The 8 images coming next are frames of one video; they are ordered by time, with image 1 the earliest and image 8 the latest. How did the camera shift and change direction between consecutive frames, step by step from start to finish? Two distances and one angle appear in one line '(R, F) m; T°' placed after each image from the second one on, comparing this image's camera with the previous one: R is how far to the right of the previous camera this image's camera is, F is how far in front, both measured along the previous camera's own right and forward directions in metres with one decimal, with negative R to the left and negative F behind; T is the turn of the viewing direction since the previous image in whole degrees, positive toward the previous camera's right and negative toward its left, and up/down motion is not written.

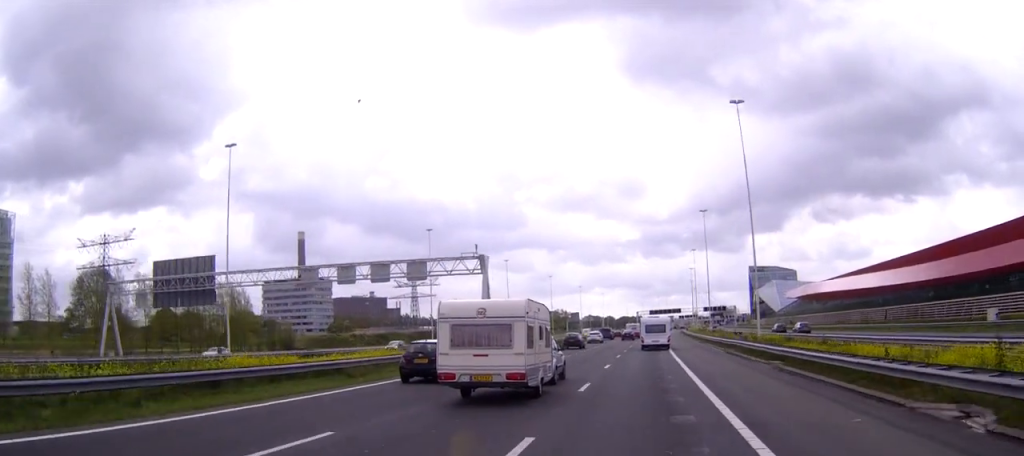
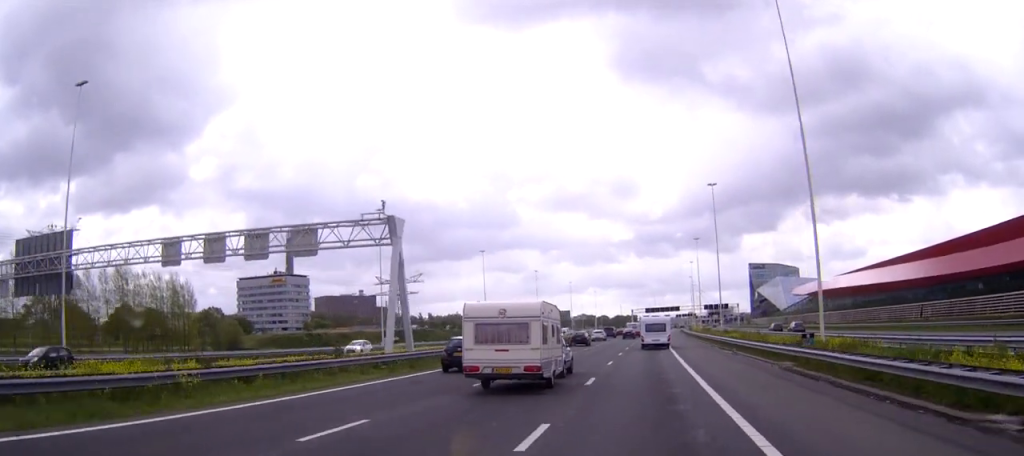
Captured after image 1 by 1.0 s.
(+0.1, +22.3) m; 0°
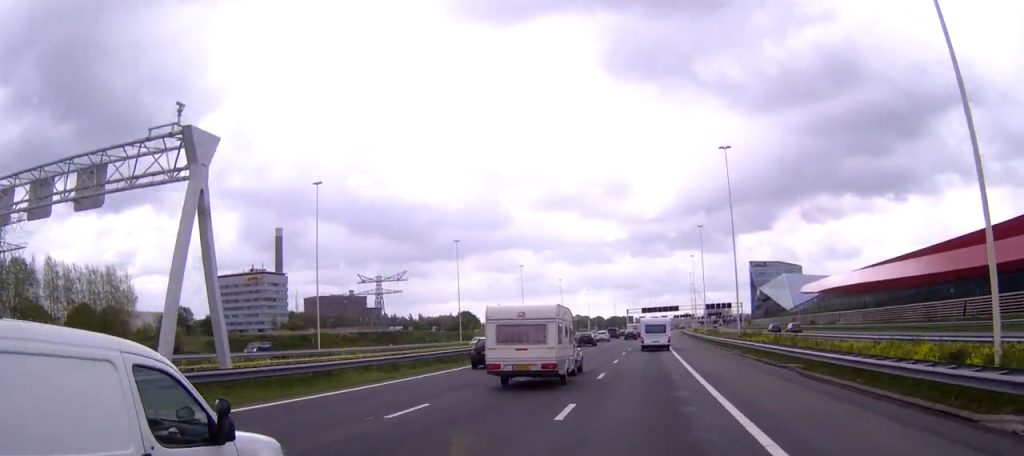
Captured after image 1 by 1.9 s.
(0.0, +20.1) m; 0°
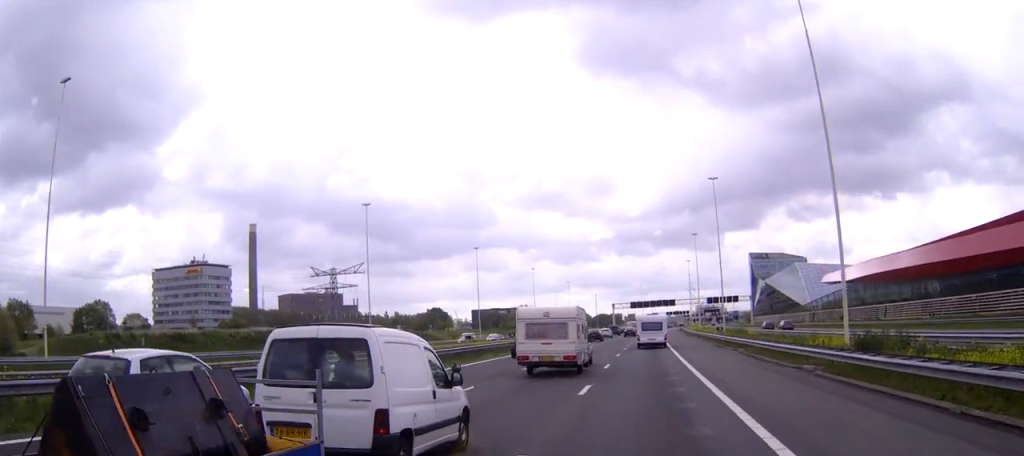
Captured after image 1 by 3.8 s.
(+0.2, +43.4) m; +1°
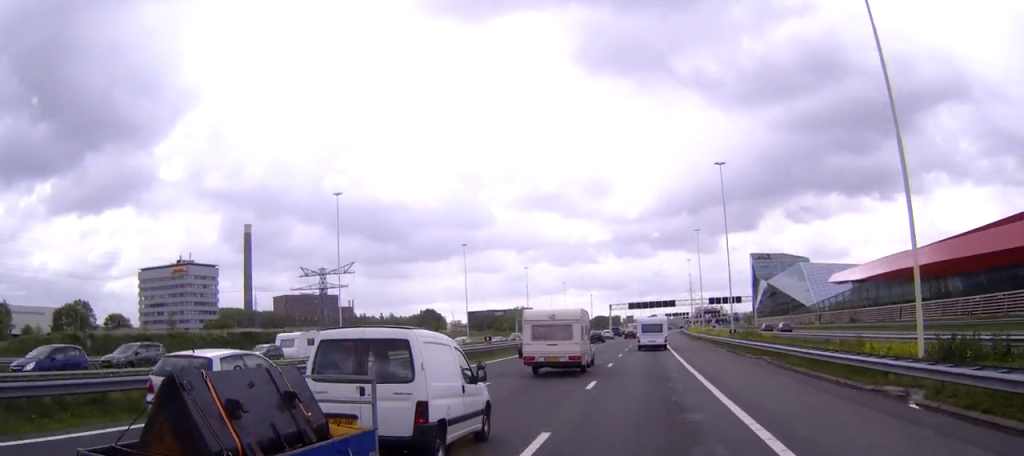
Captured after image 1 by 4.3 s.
(0.0, +9.7) m; 0°
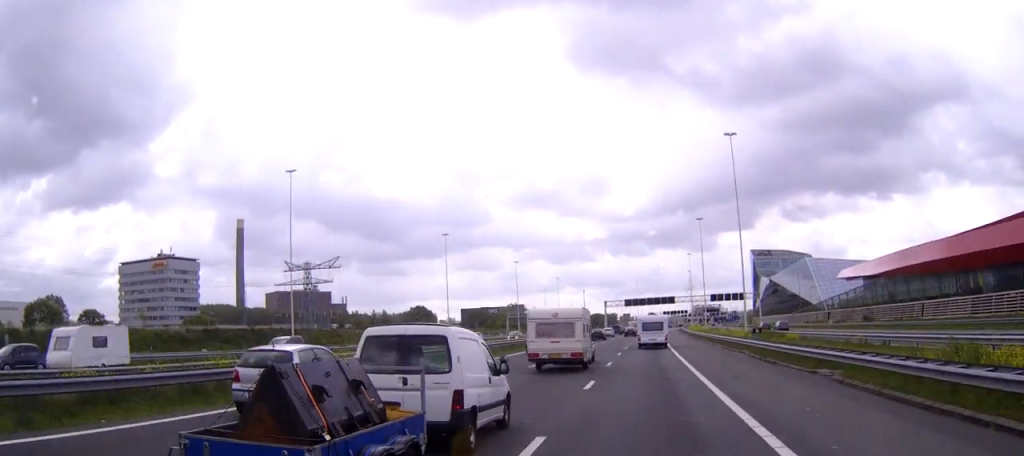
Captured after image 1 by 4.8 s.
(0.0, +12.6) m; 0°
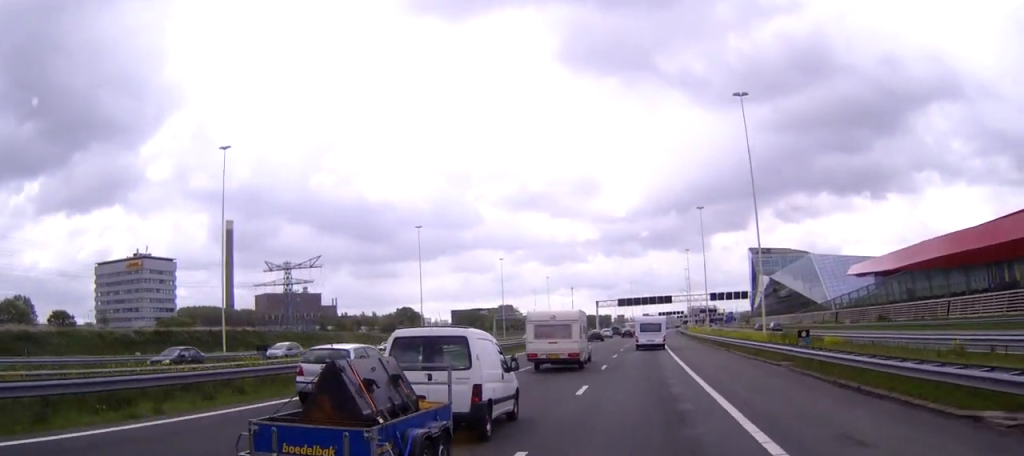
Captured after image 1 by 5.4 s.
(0.0, +13.3) m; 0°
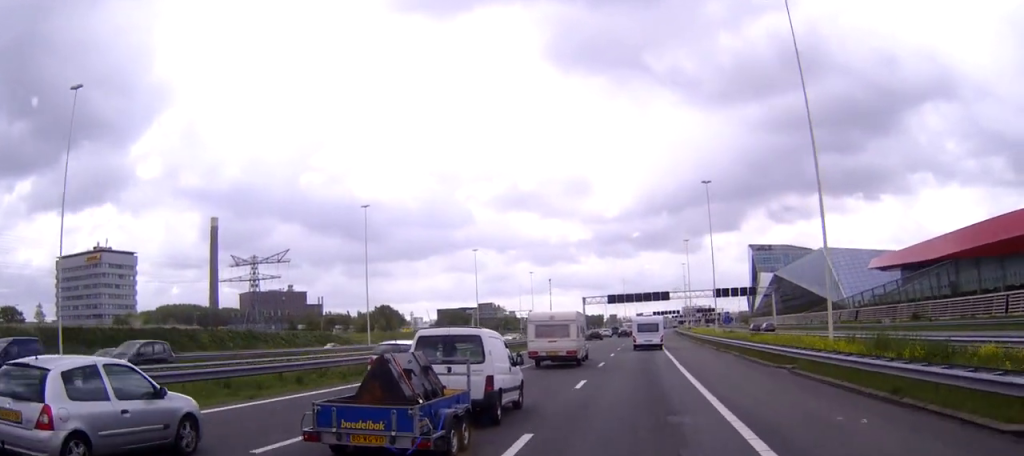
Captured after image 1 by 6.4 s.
(+0.1, +22.1) m; 0°
